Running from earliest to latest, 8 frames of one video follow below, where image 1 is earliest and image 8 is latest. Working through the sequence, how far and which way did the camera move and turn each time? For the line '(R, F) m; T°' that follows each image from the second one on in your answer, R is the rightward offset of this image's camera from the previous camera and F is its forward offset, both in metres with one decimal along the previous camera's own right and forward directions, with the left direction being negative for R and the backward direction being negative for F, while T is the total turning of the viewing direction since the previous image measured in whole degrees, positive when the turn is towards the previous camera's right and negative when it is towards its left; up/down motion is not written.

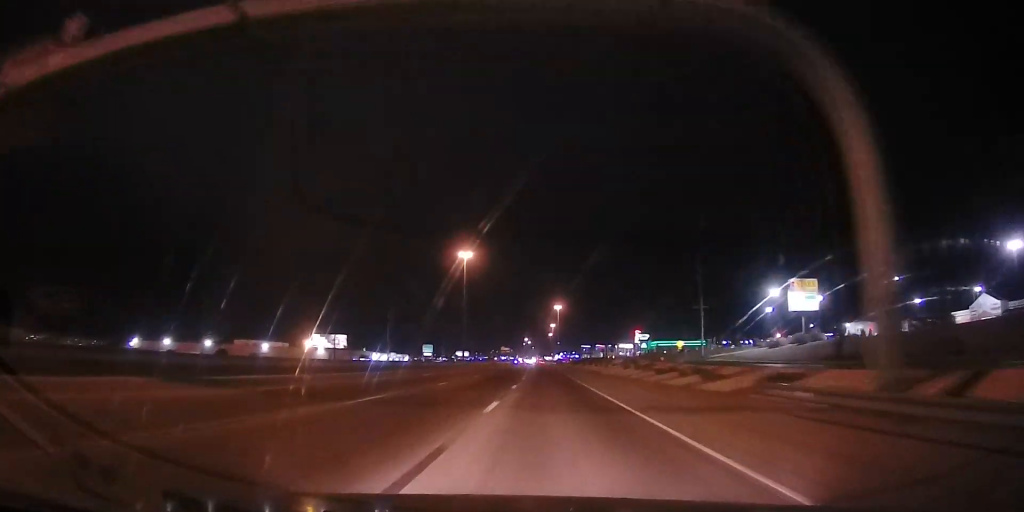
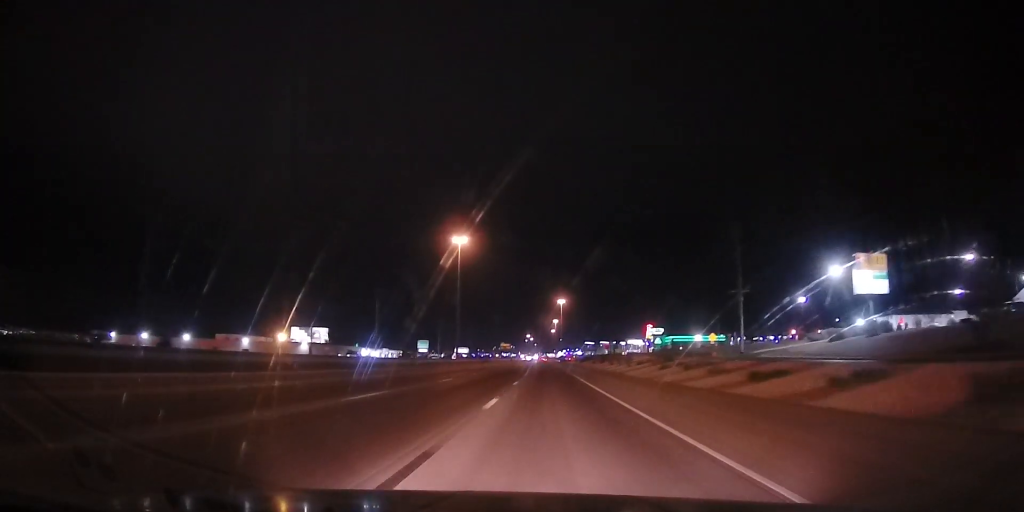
(+0.2, +23.9) m; +1°
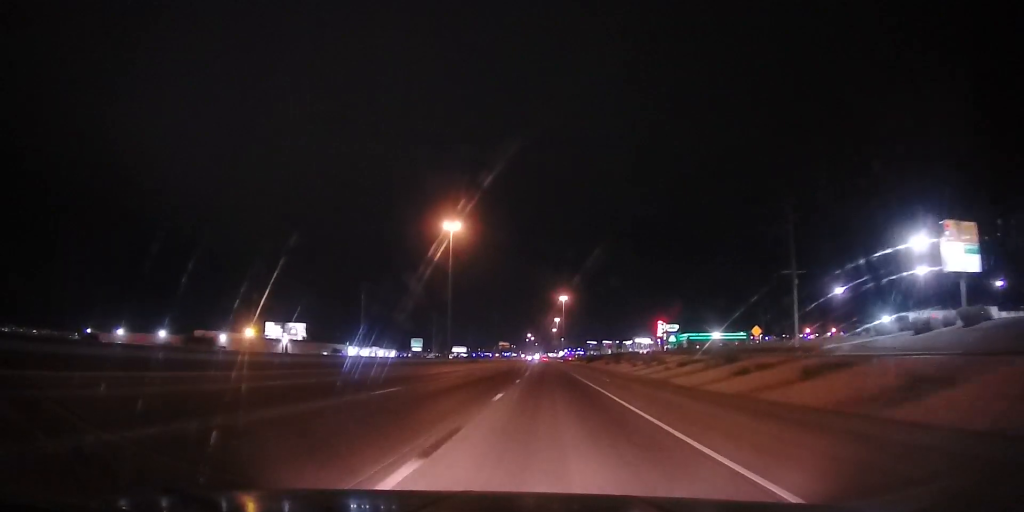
(+0.4, +22.2) m; 0°
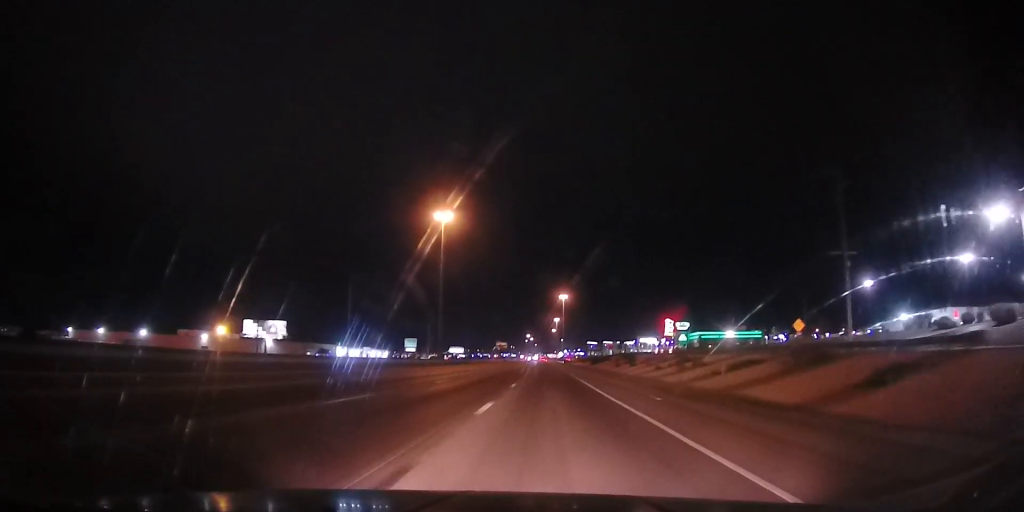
(-0.1, +15.1) m; -1°
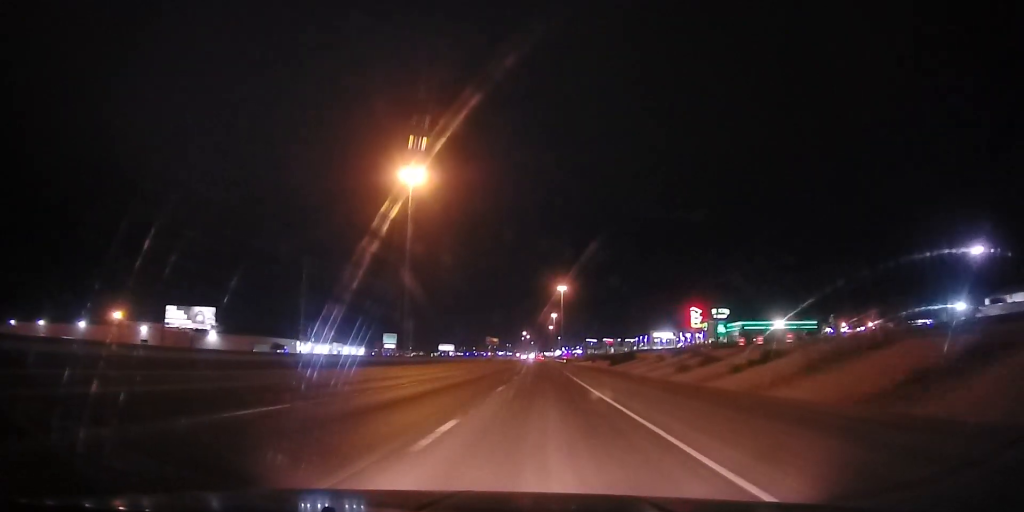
(-0.6, +41.1) m; 0°
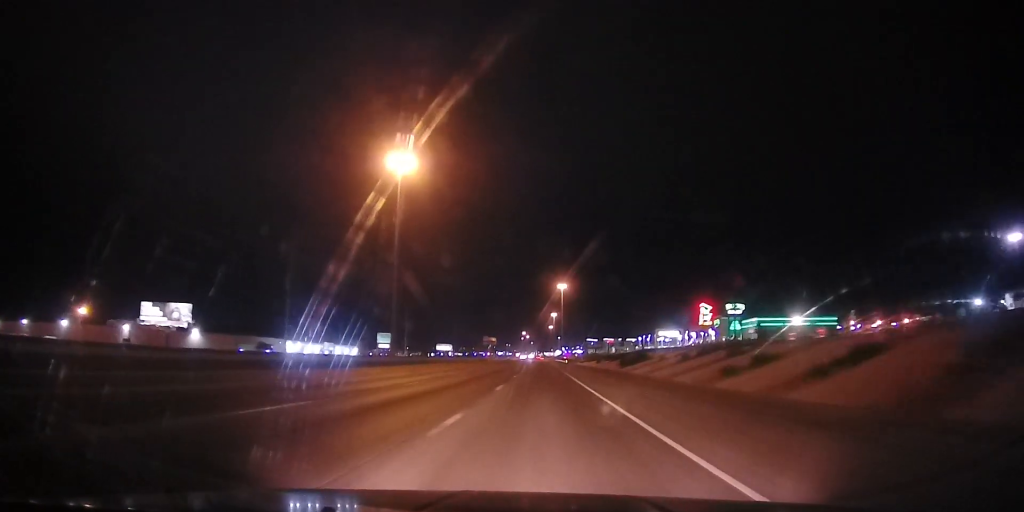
(-0.1, +10.8) m; +1°
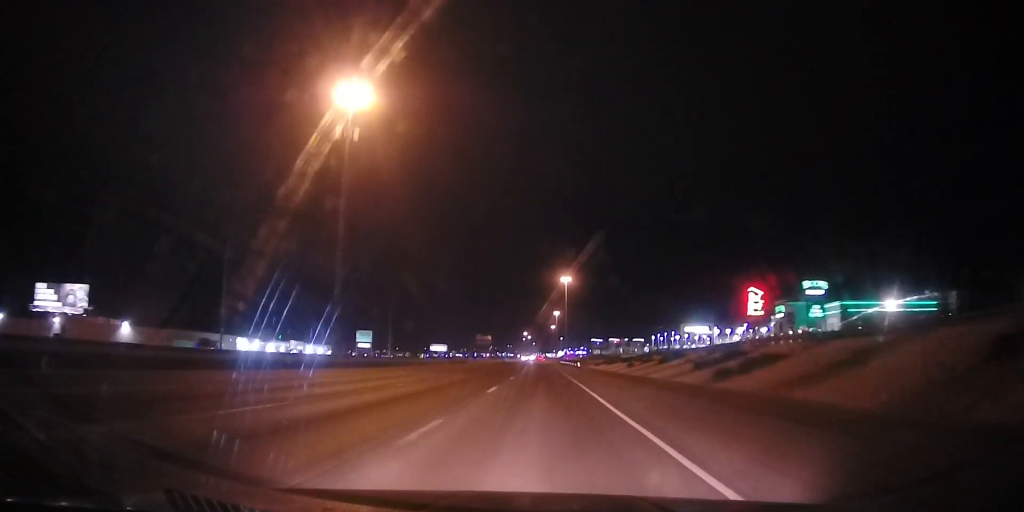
(+0.6, +37.8) m; 0°
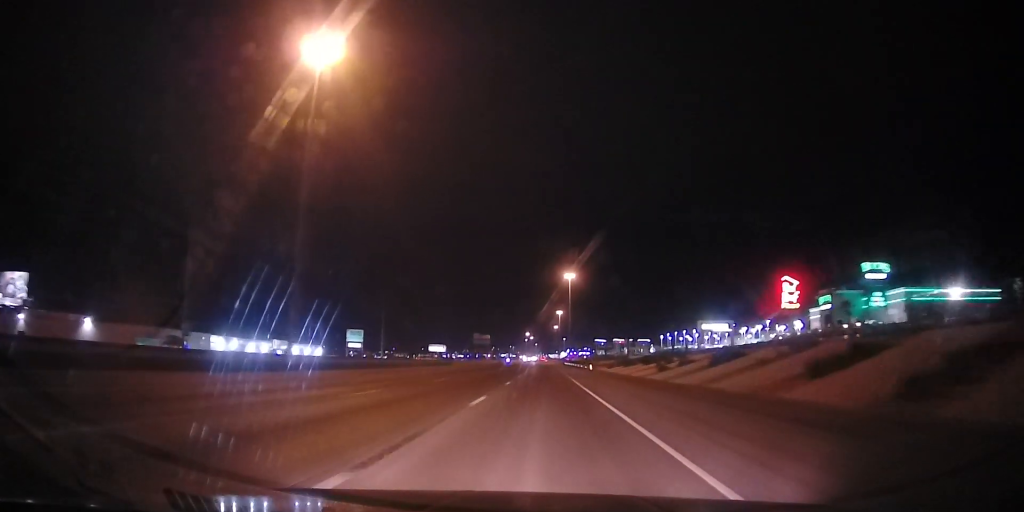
(-0.3, +17.1) m; -1°
